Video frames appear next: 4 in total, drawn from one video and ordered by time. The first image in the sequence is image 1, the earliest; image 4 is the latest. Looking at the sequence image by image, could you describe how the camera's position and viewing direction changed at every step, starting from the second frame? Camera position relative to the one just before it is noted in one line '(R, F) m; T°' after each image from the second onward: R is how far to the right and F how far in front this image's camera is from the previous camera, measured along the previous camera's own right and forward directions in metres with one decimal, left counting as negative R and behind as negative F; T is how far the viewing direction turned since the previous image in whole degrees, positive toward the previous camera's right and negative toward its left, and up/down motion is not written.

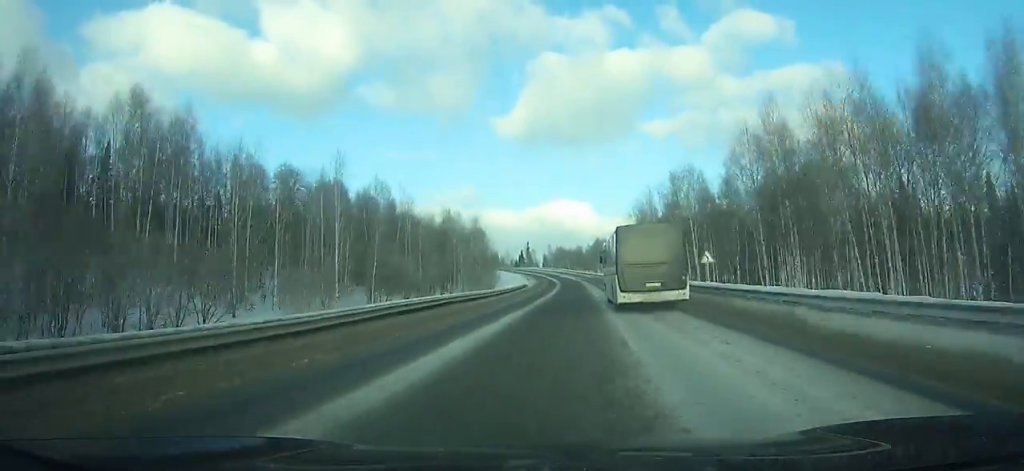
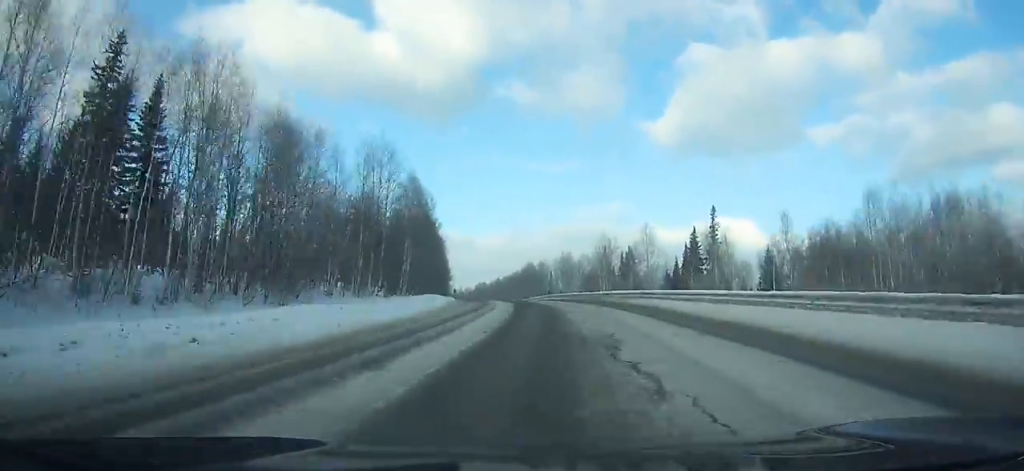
(-24.2, +262.4) m; -15°
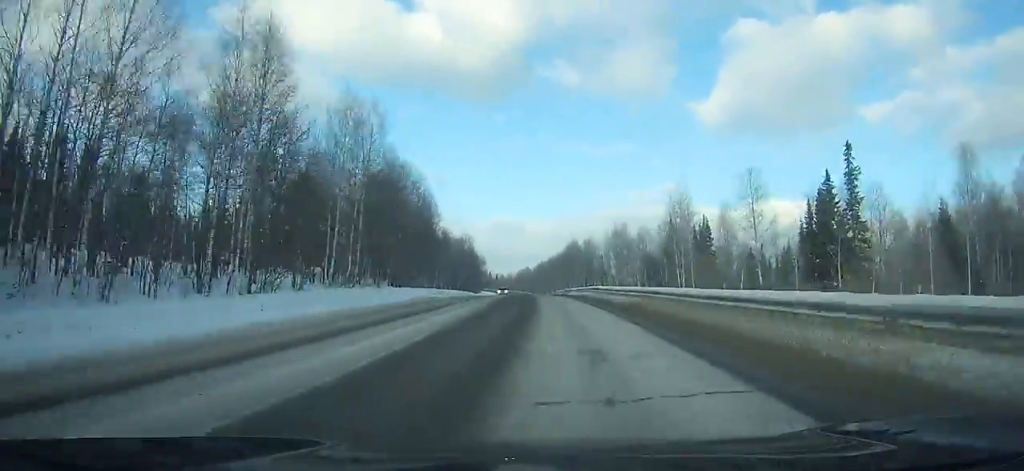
(-1.2, +46.0) m; -4°
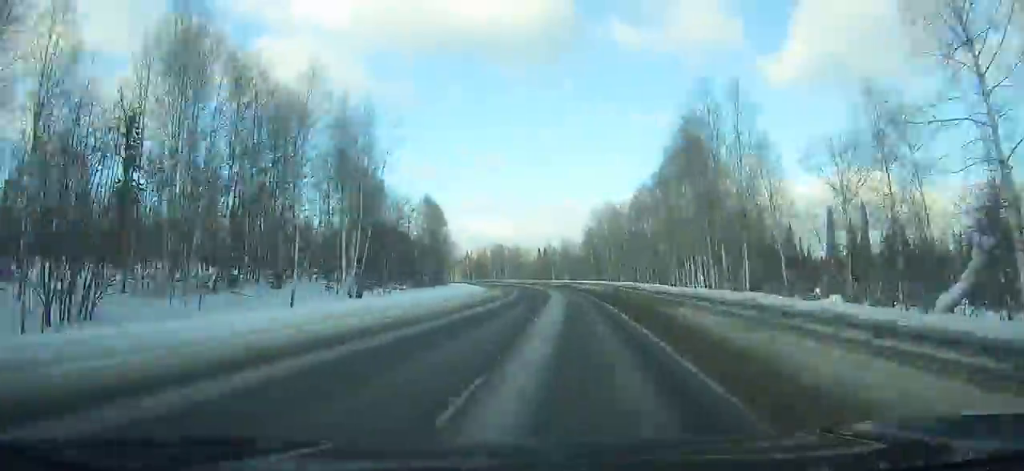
(-25.3, +256.4) m; -9°
